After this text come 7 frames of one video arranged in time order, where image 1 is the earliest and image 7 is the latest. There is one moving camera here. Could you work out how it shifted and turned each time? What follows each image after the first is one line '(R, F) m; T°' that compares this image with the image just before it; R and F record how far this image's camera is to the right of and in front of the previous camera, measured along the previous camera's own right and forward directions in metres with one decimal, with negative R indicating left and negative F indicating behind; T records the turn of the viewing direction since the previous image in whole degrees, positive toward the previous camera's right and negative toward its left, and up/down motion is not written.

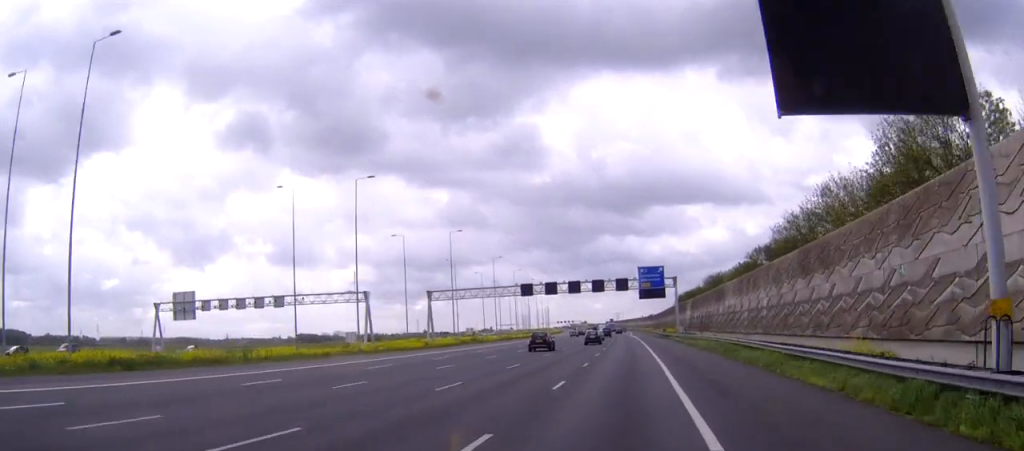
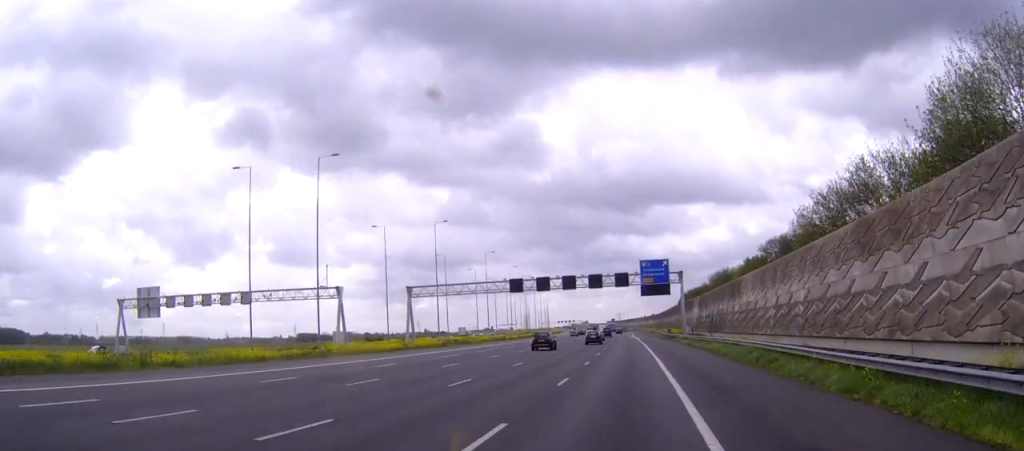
(0.0, +11.0) m; 0°
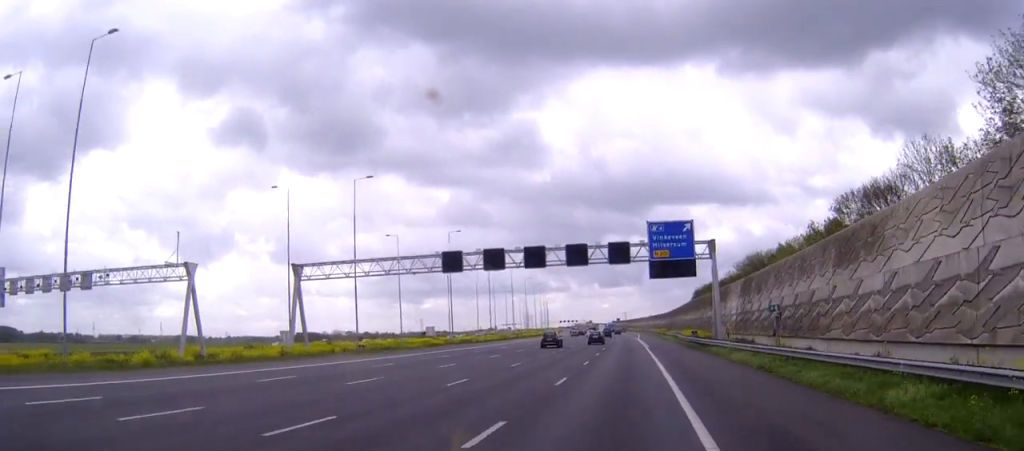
(-0.3, +36.8) m; -1°
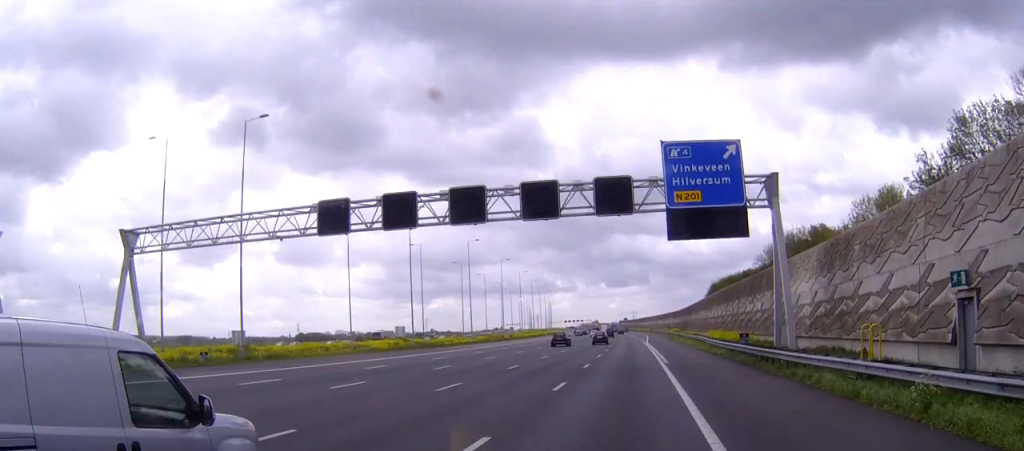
(-0.3, +26.6) m; -1°
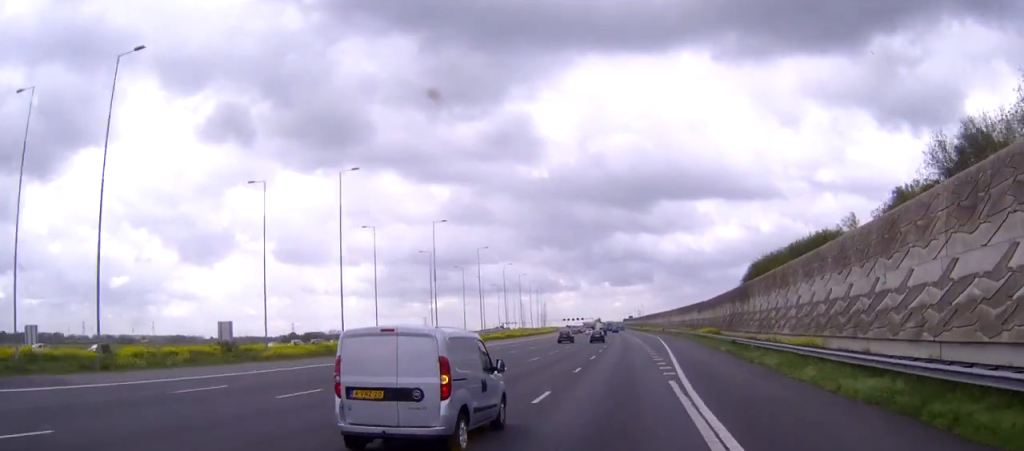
(+0.1, +65.2) m; 0°
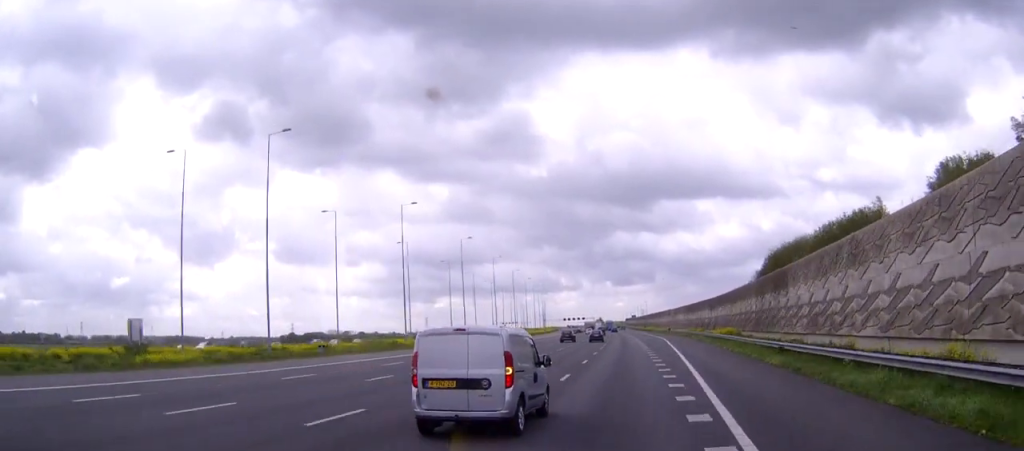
(-0.1, +17.2) m; -1°
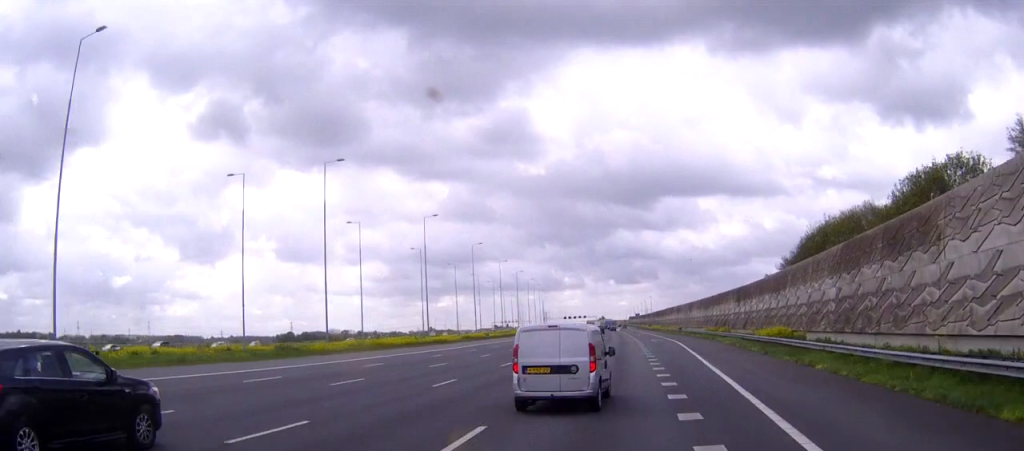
(-0.2, +27.5) m; 0°
